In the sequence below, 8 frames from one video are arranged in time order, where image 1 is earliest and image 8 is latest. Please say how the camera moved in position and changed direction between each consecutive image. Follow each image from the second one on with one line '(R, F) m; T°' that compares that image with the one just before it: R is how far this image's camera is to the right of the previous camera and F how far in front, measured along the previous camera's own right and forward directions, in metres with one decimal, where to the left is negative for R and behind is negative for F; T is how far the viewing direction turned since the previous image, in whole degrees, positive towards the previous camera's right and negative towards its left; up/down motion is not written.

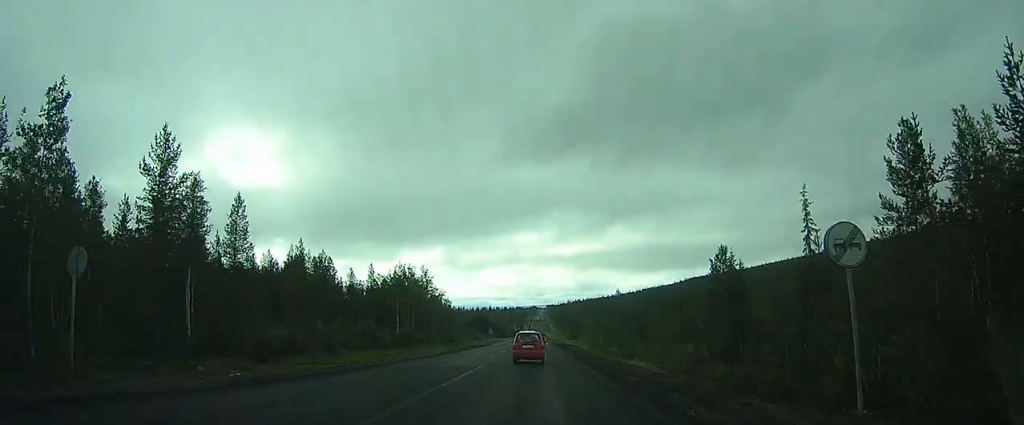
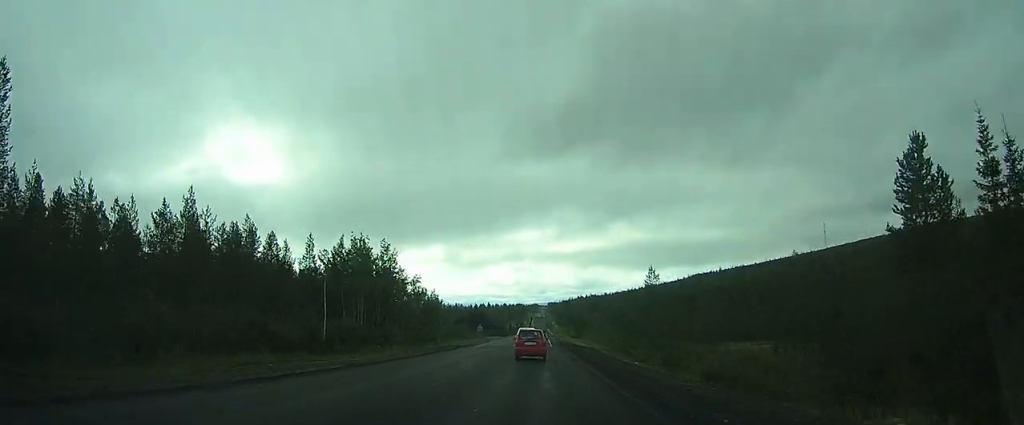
(+0.1, +21.3) m; 0°
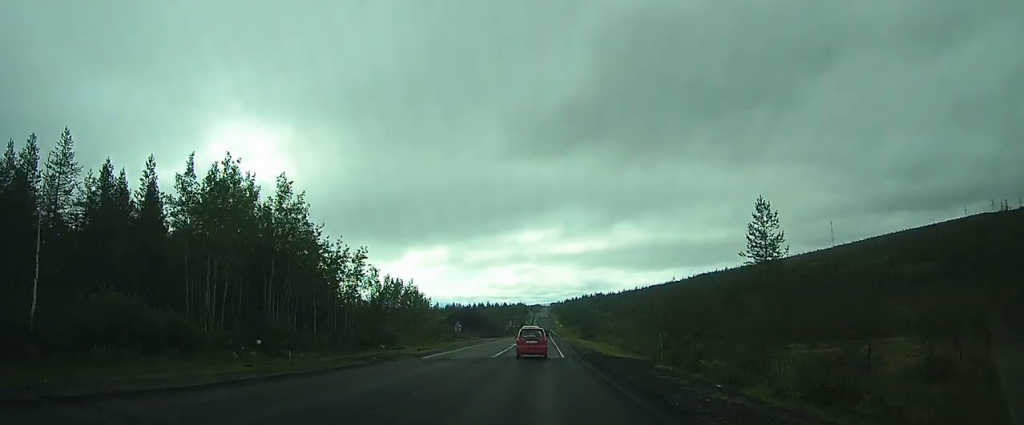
(+0.2, +25.3) m; +1°
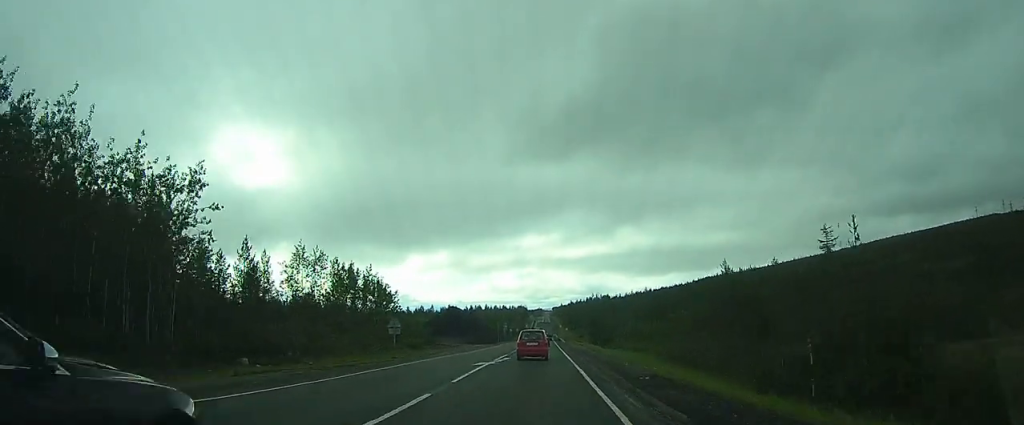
(+0.2, +27.7) m; 0°
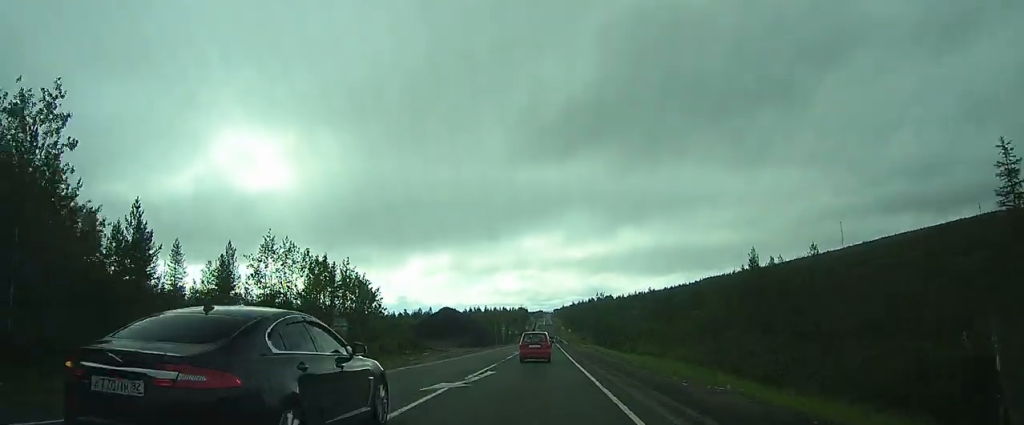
(0.0, +10.0) m; 0°
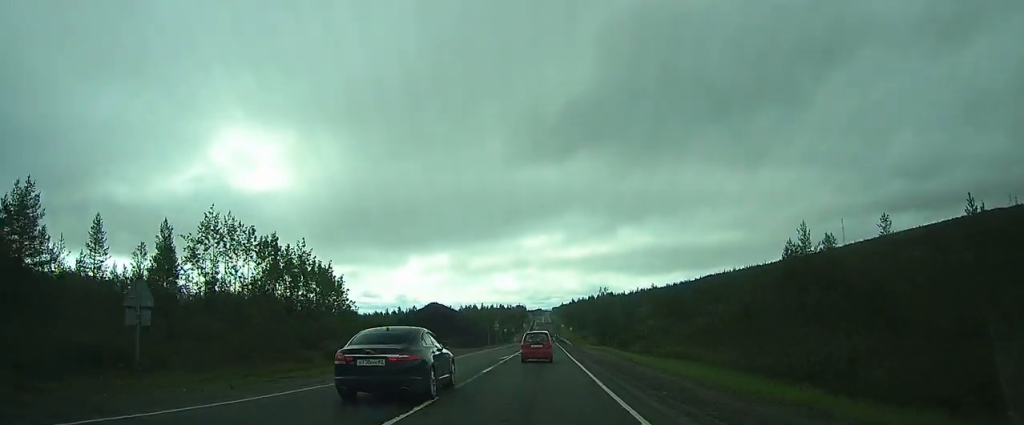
(0.0, +13.4) m; 0°
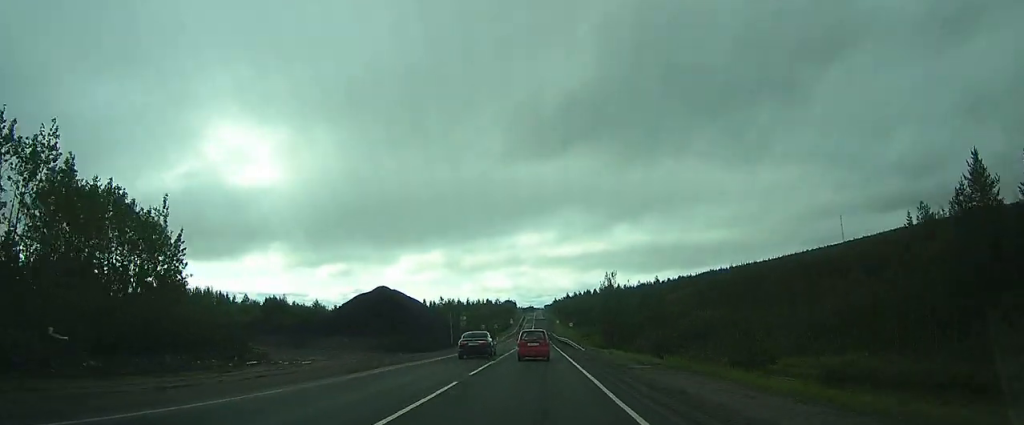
(-0.1, +33.2) m; 0°
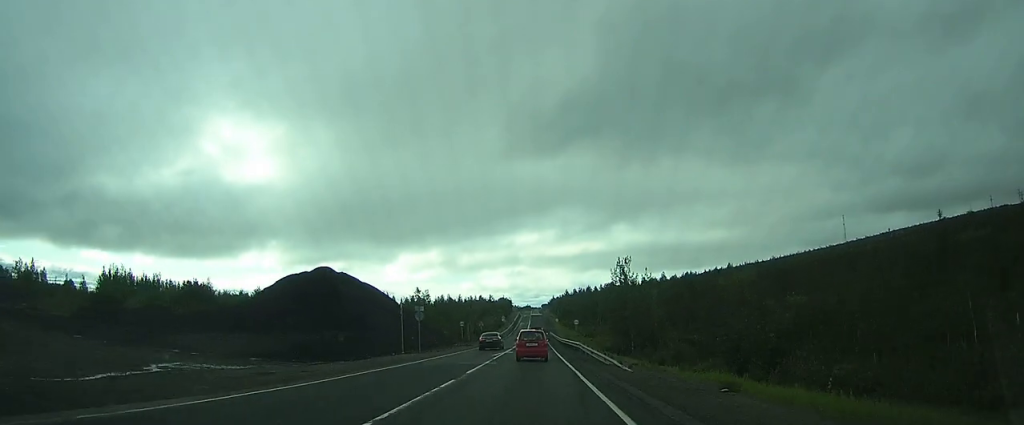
(+0.2, +22.5) m; +1°
